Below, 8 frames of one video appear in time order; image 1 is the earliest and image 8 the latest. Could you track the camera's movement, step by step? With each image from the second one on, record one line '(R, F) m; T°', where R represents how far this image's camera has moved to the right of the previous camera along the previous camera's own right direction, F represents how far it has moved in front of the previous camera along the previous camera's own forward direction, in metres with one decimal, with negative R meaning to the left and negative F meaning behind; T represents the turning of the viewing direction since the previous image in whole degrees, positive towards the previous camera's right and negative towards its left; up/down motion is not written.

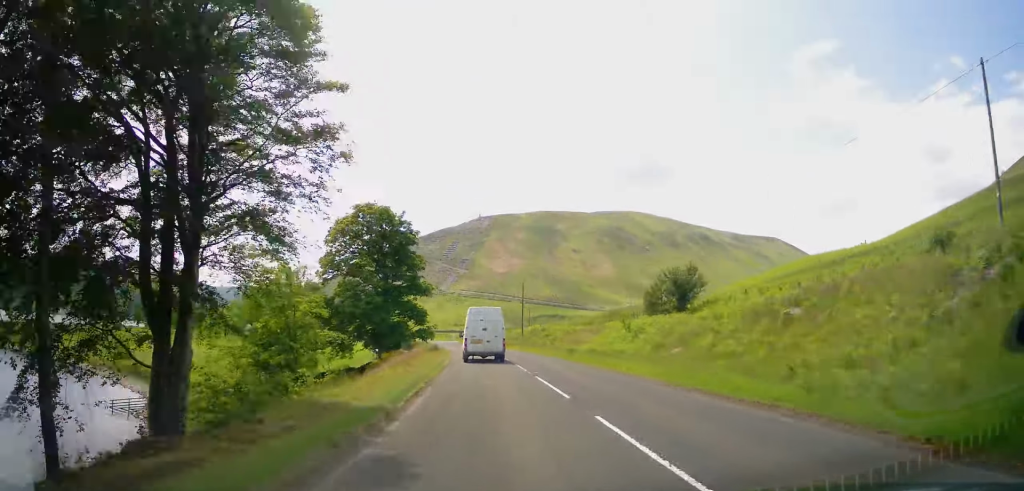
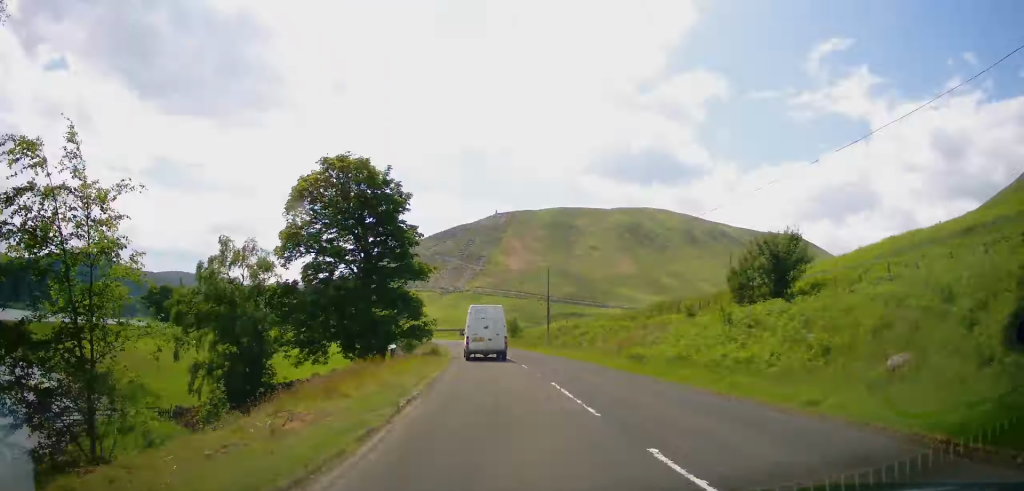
(-0.1, +12.8) m; -1°
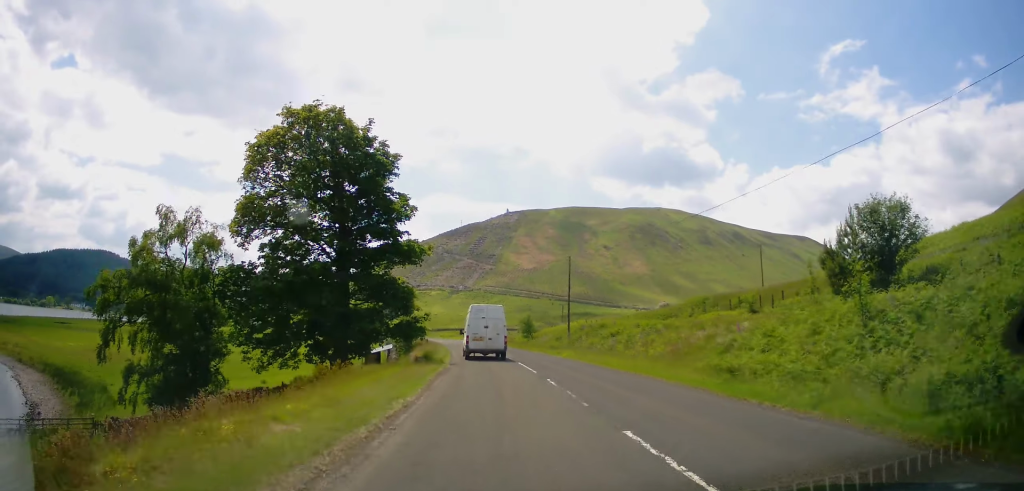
(0.0, +8.0) m; -1°
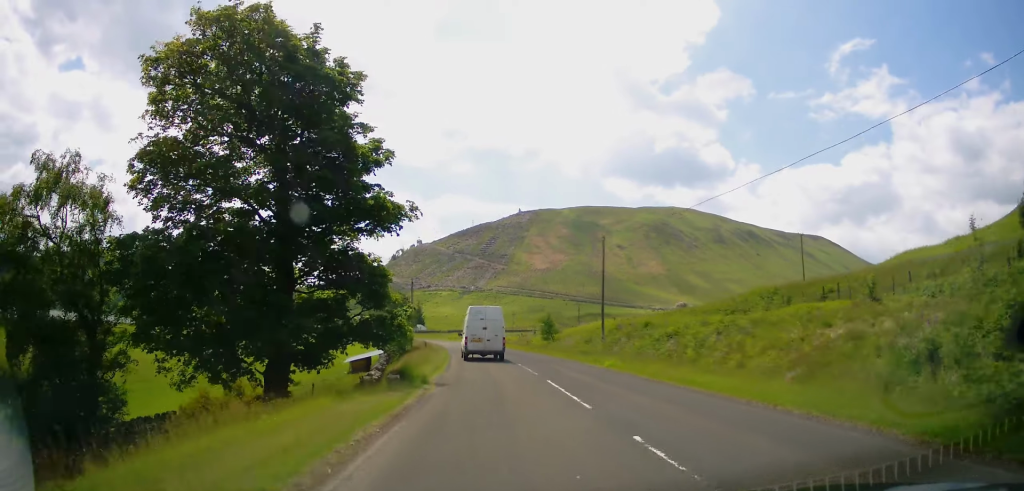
(-0.1, +9.6) m; -1°
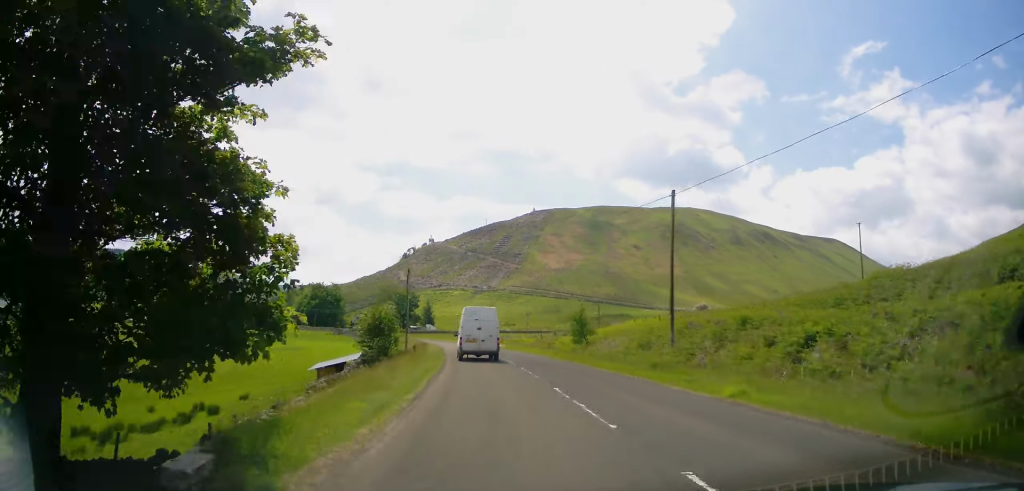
(-0.2, +11.6) m; -1°
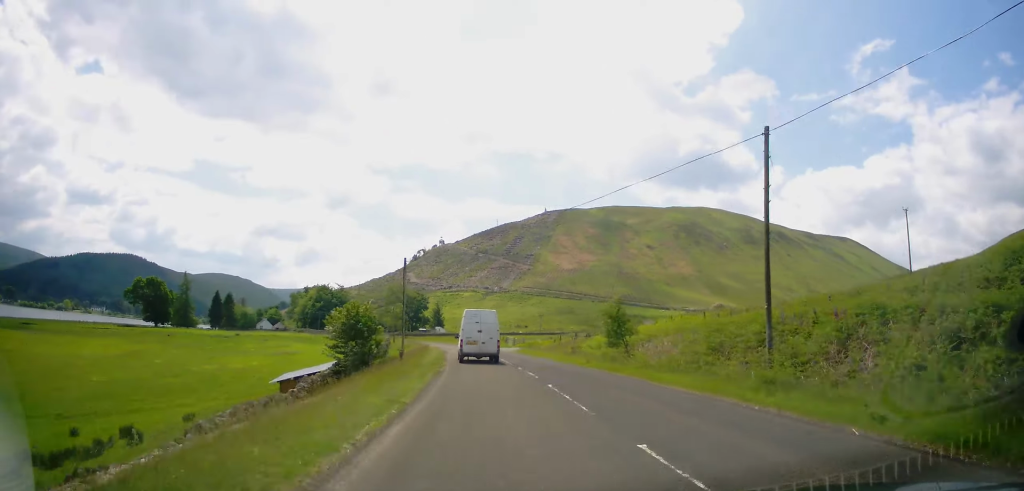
(-0.1, +7.7) m; -1°
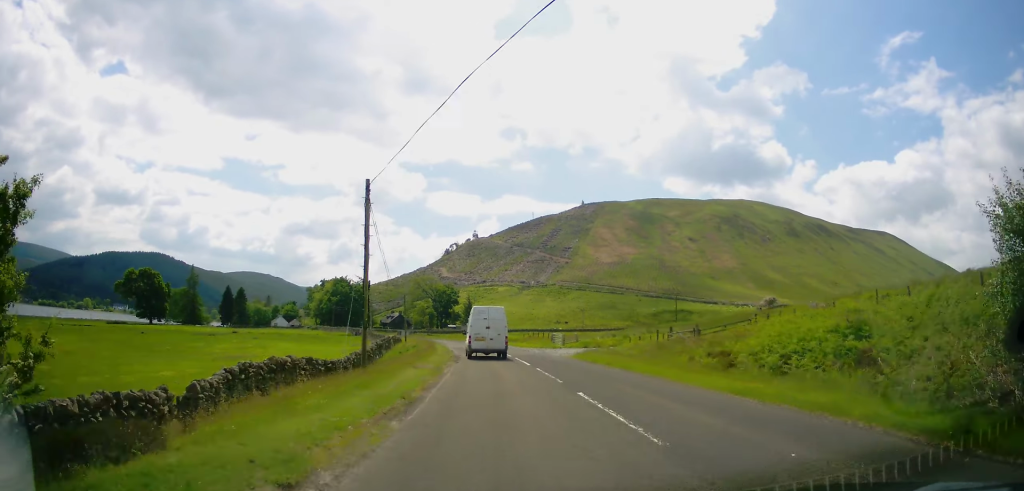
(-0.3, +21.2) m; -2°
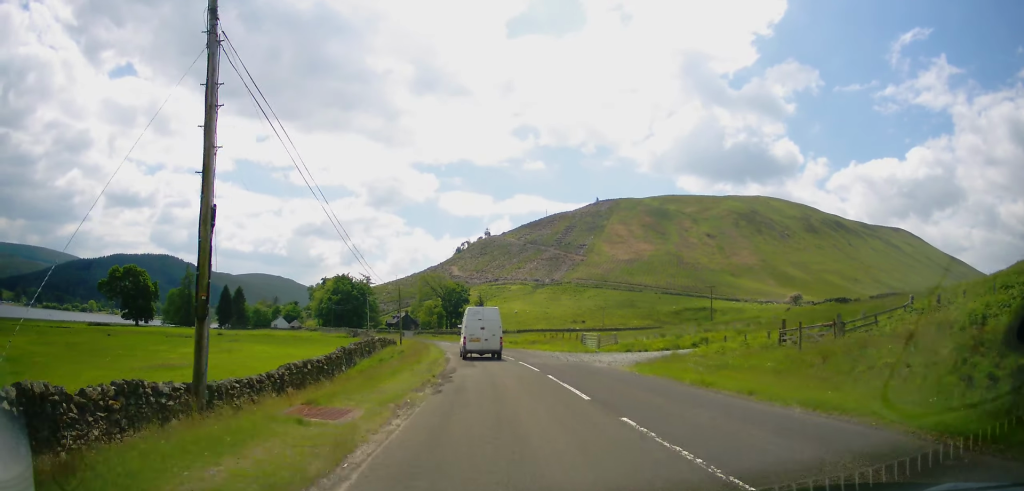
(-0.2, +12.9) m; -2°
